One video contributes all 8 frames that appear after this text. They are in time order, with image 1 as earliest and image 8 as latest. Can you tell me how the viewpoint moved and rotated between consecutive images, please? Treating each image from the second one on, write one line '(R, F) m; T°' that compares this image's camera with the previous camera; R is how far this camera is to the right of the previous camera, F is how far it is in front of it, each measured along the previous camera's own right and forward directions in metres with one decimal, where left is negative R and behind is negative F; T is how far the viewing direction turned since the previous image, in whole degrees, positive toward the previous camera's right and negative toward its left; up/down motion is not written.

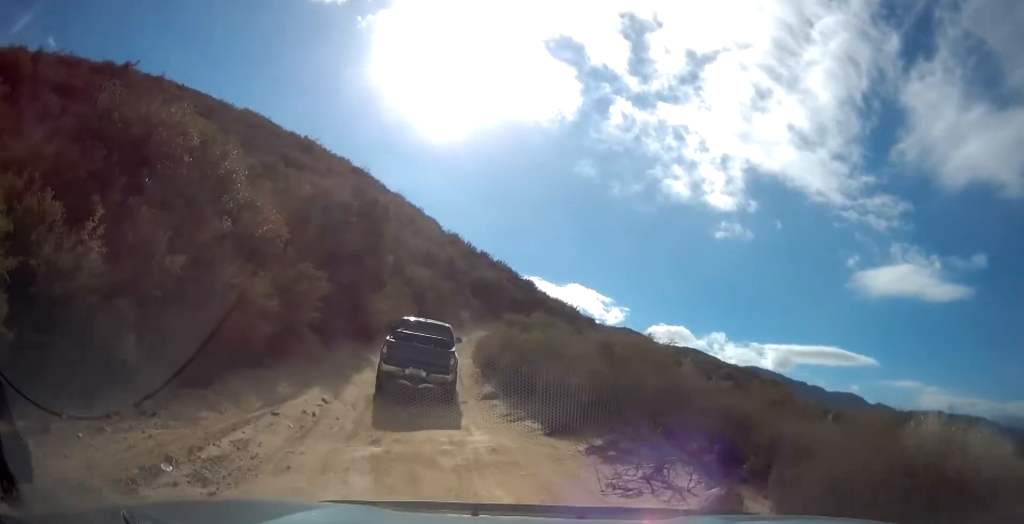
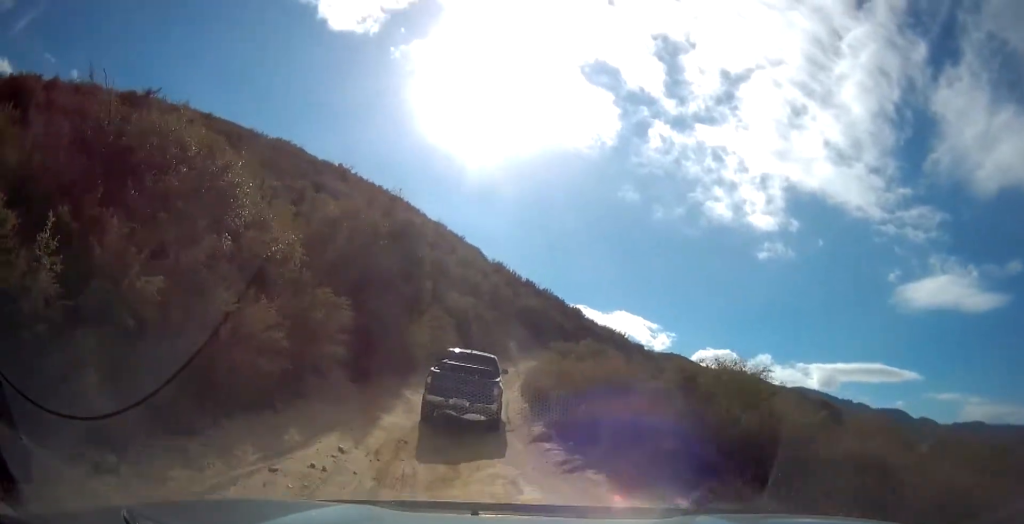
(-0.1, +2.2) m; -8°
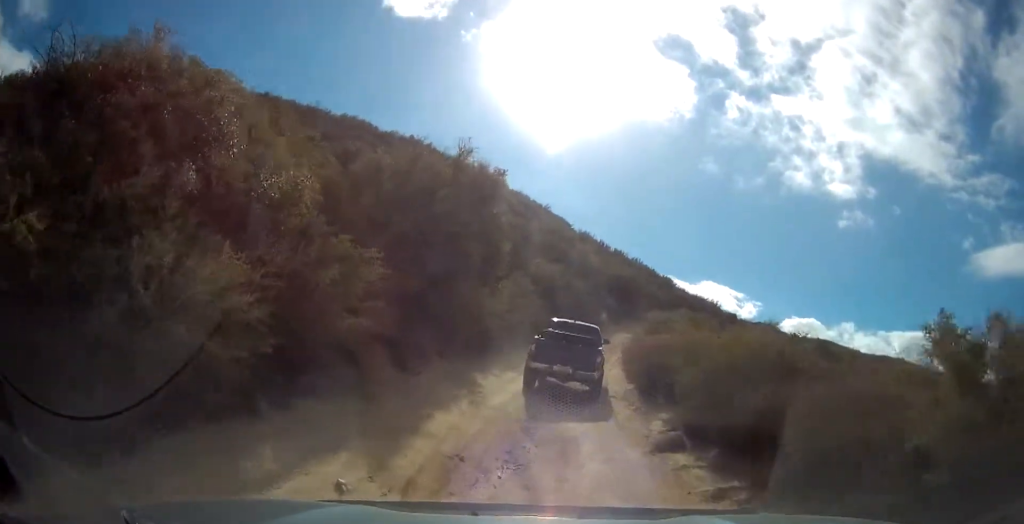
(-0.5, +4.3) m; -8°
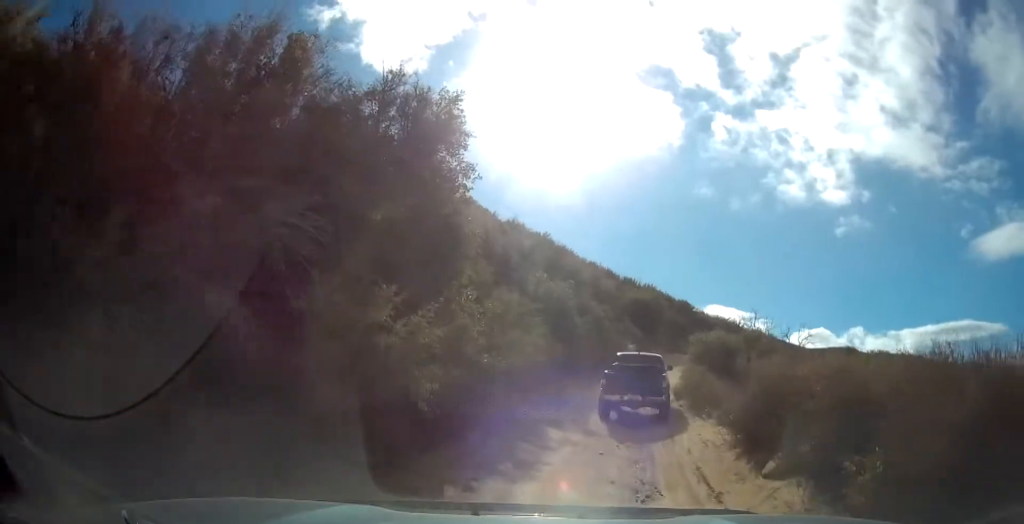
(-1.3, +9.5) m; -4°
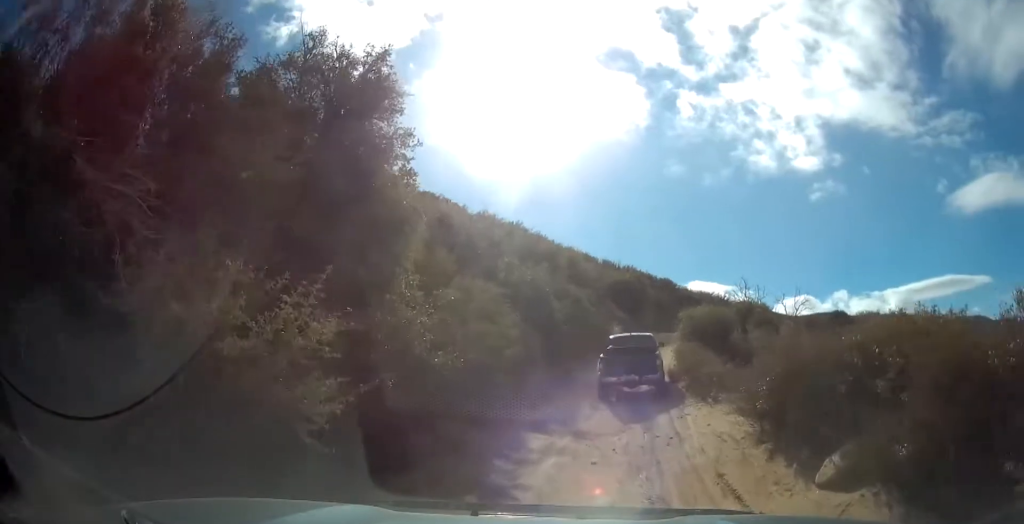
(+0.3, +2.3) m; +8°
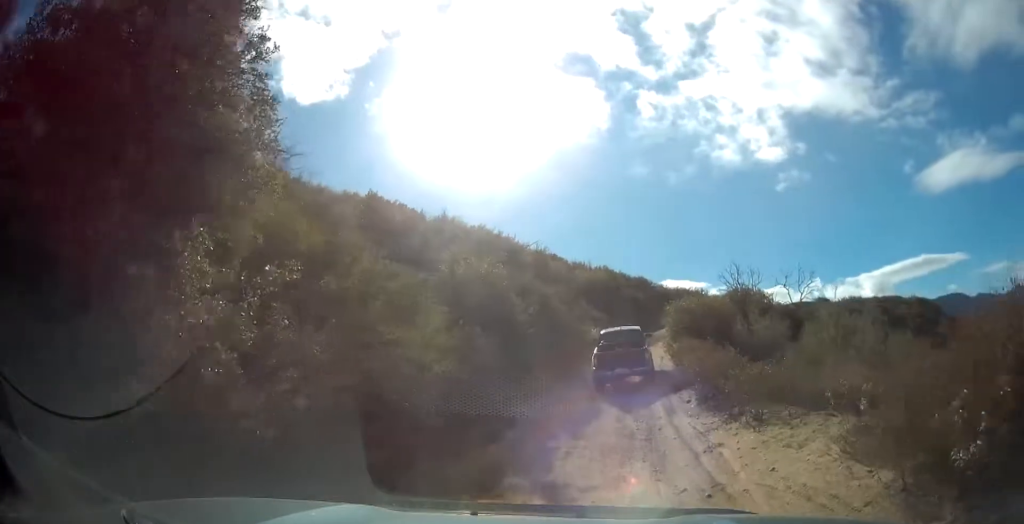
(+0.1, +4.3) m; 0°
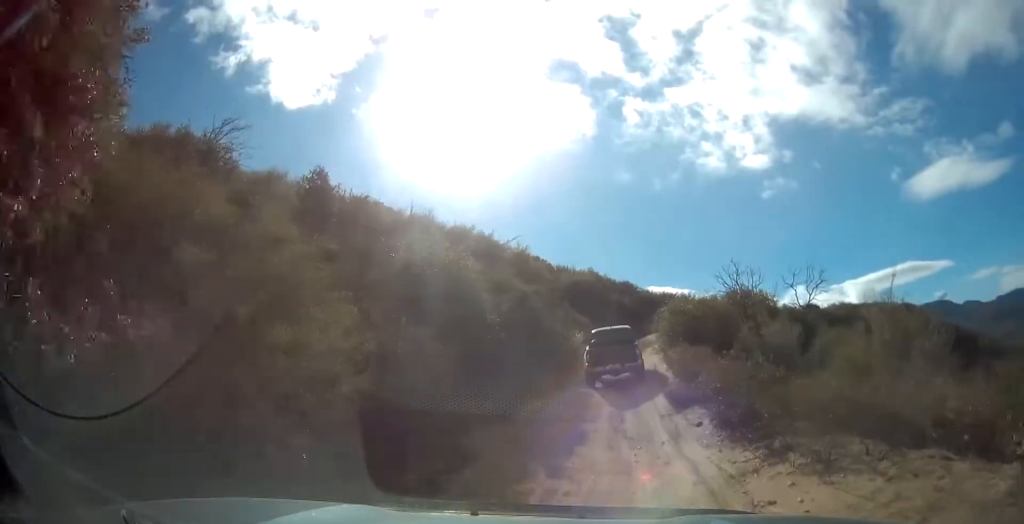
(-0.1, +2.7) m; -1°
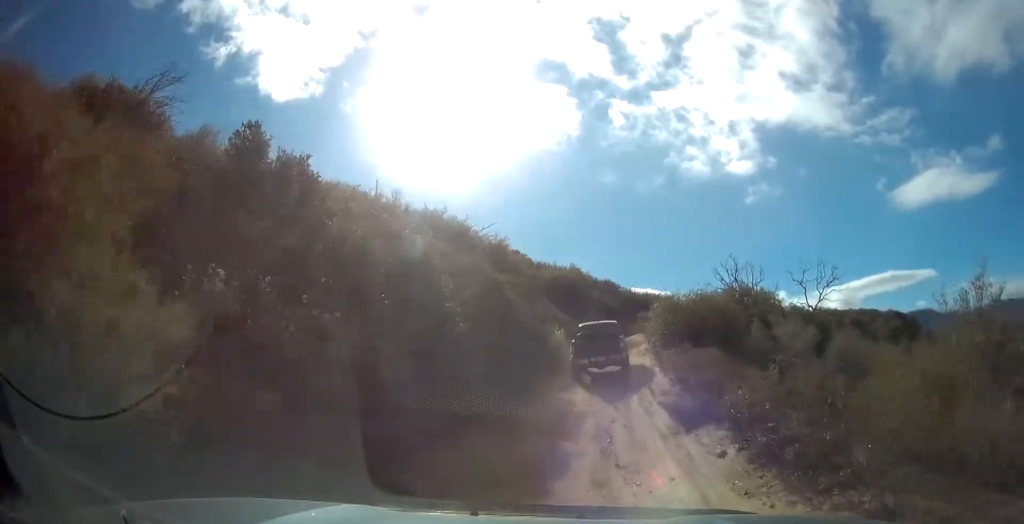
(0.0, +2.6) m; 0°
